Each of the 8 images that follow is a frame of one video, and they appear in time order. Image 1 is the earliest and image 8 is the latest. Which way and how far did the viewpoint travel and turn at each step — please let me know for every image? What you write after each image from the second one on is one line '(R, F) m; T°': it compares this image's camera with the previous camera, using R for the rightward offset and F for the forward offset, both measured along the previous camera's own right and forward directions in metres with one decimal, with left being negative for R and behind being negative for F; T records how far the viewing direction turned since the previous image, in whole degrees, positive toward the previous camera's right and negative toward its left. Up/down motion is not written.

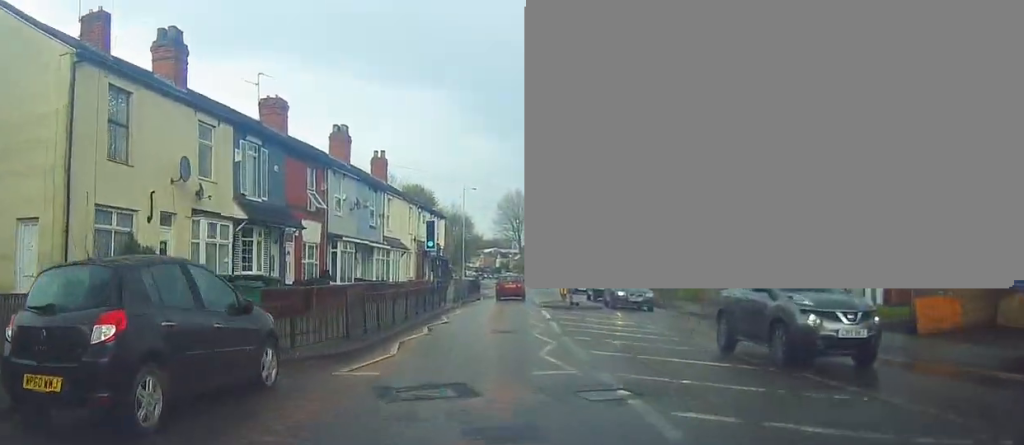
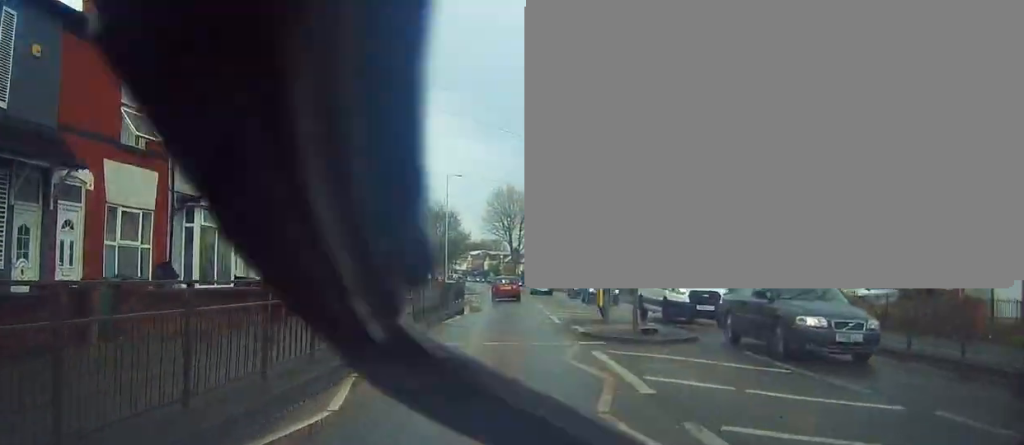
(+0.4, +13.5) m; +2°
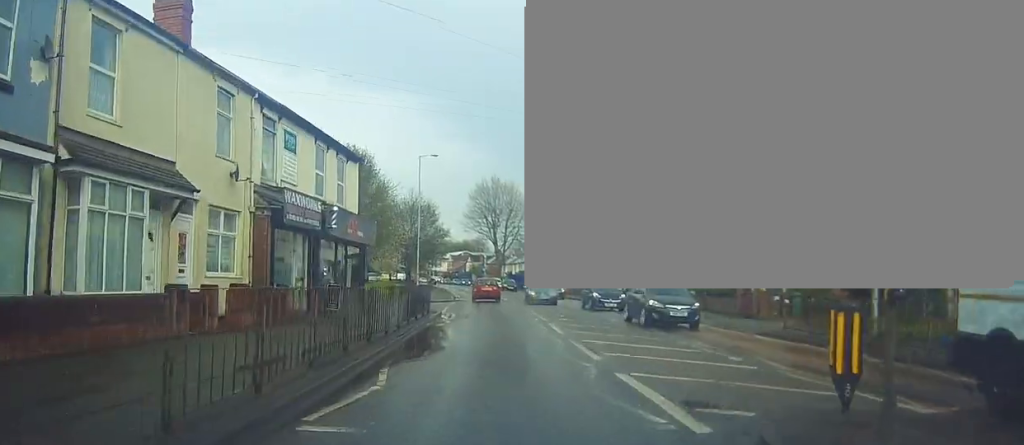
(+0.1, +13.8) m; 0°
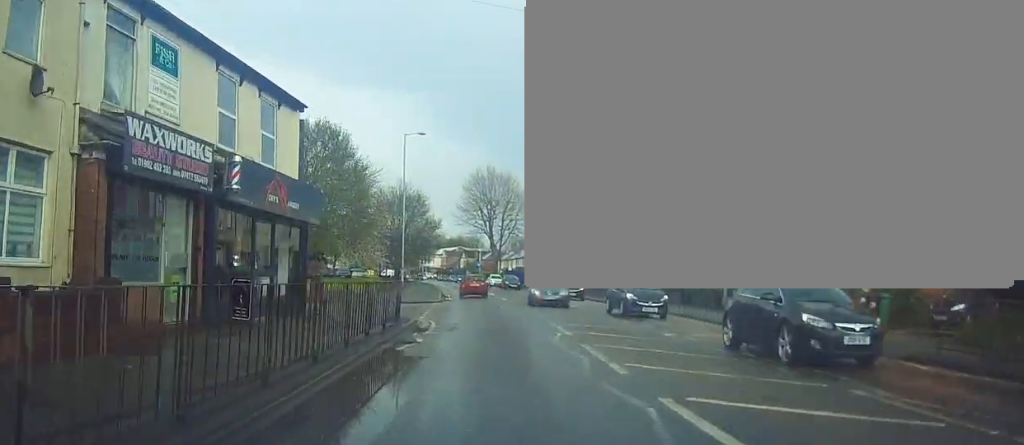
(-0.1, +7.8) m; +2°
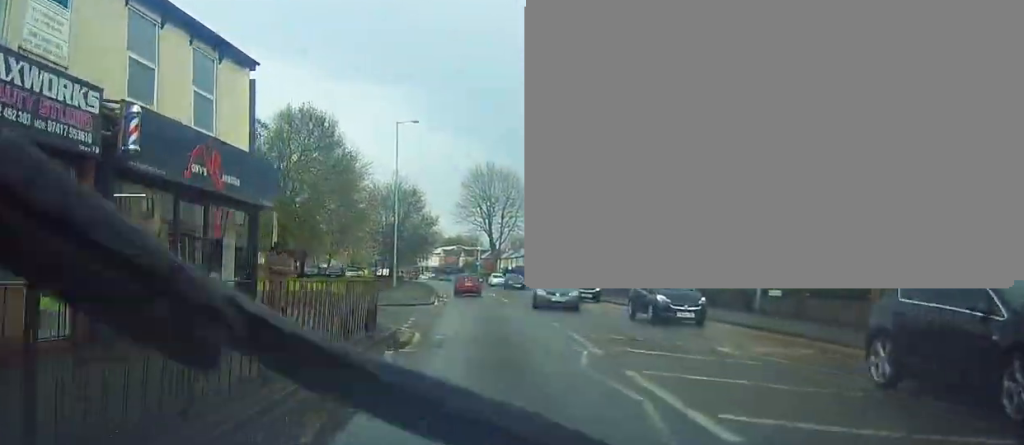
(+0.2, +3.9) m; 0°
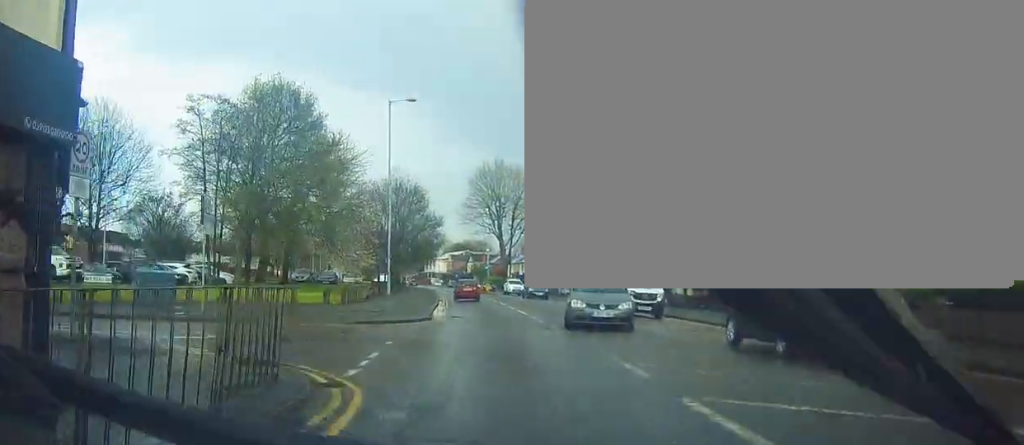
(+0.2, +7.7) m; -1°
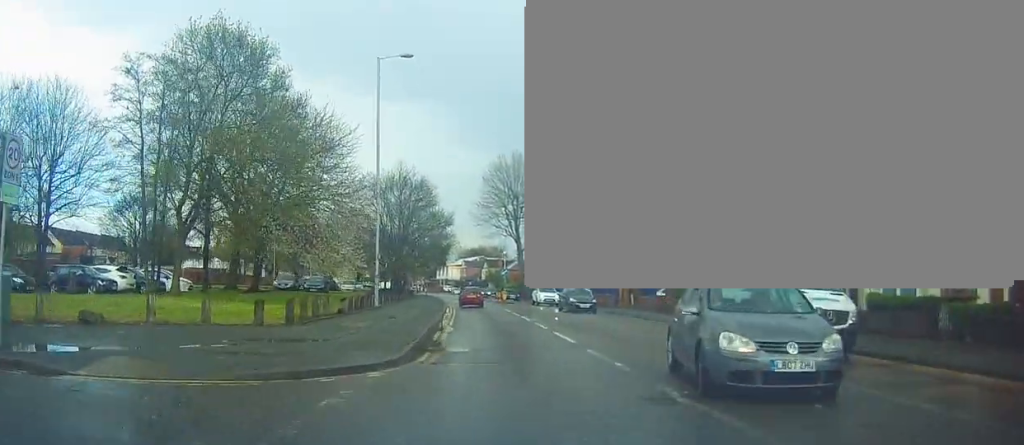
(-0.3, +10.0) m; -1°
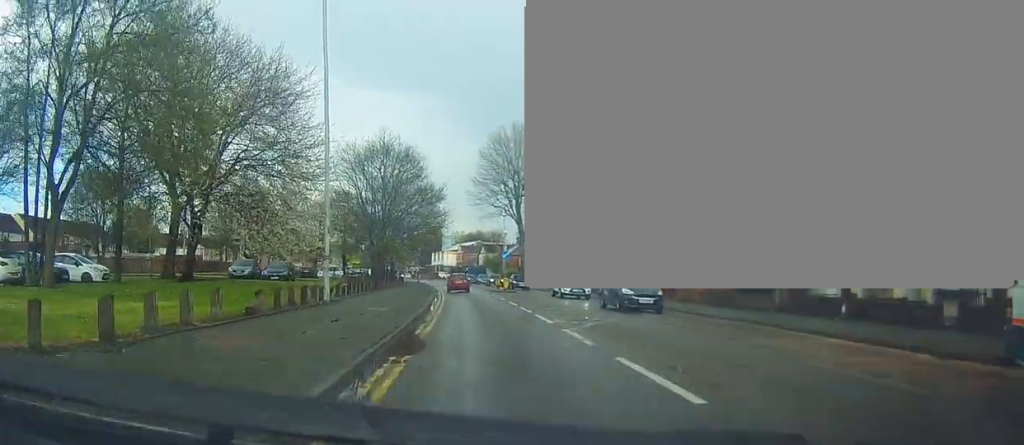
(0.0, +9.7) m; 0°
